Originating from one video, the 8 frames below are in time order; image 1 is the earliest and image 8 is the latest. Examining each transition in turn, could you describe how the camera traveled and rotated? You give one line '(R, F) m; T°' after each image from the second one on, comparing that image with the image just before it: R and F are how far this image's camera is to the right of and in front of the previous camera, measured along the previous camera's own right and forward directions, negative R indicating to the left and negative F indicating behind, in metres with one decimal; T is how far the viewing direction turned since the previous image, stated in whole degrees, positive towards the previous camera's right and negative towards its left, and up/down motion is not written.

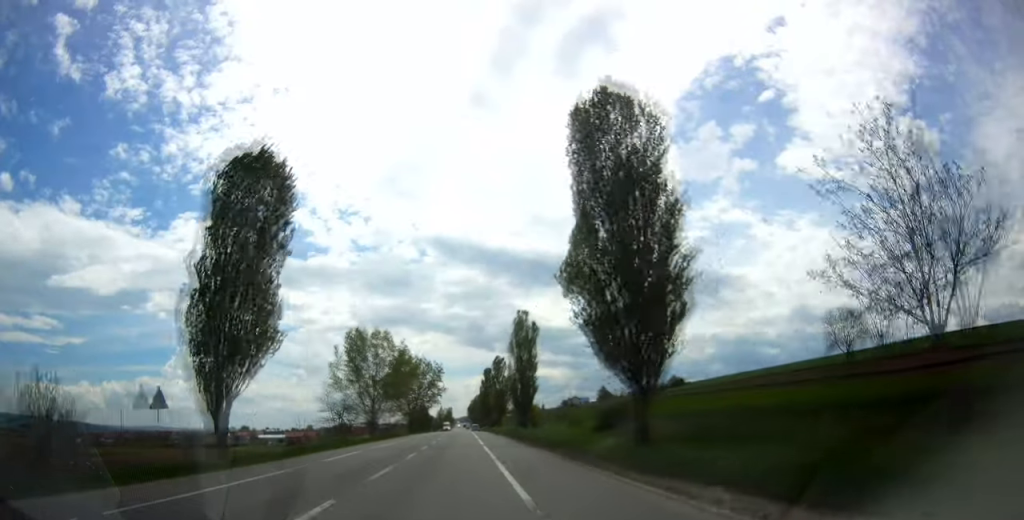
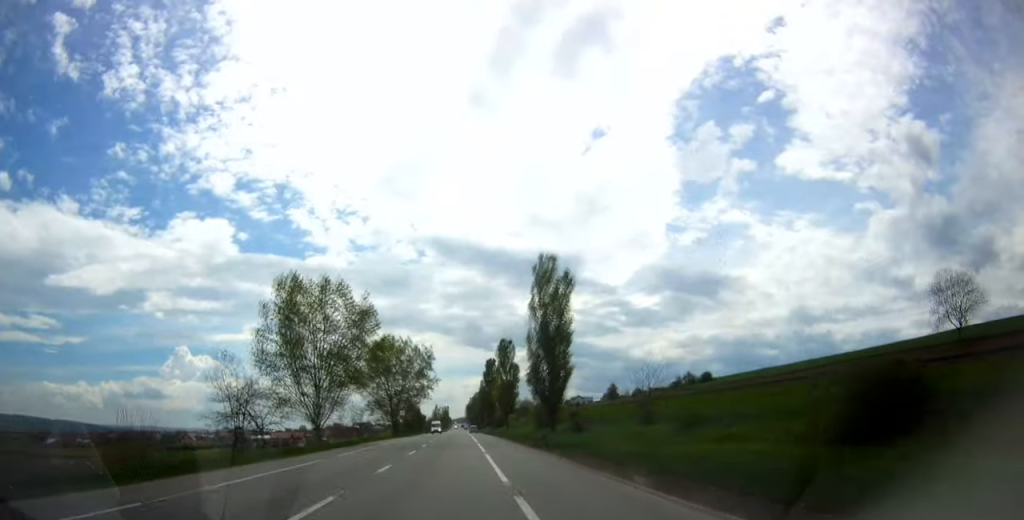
(+0.2, +27.1) m; 0°
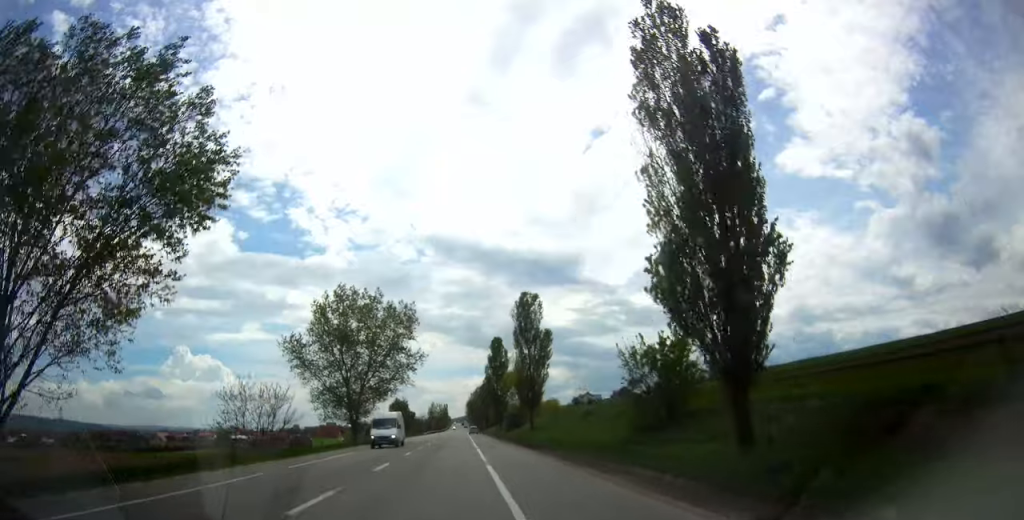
(-0.1, +35.3) m; 0°
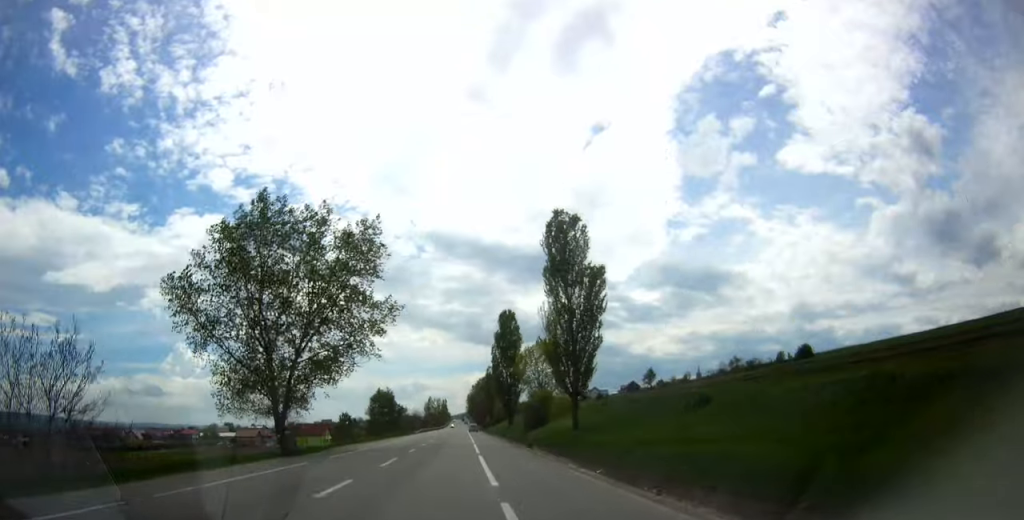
(+0.1, +25.3) m; +1°
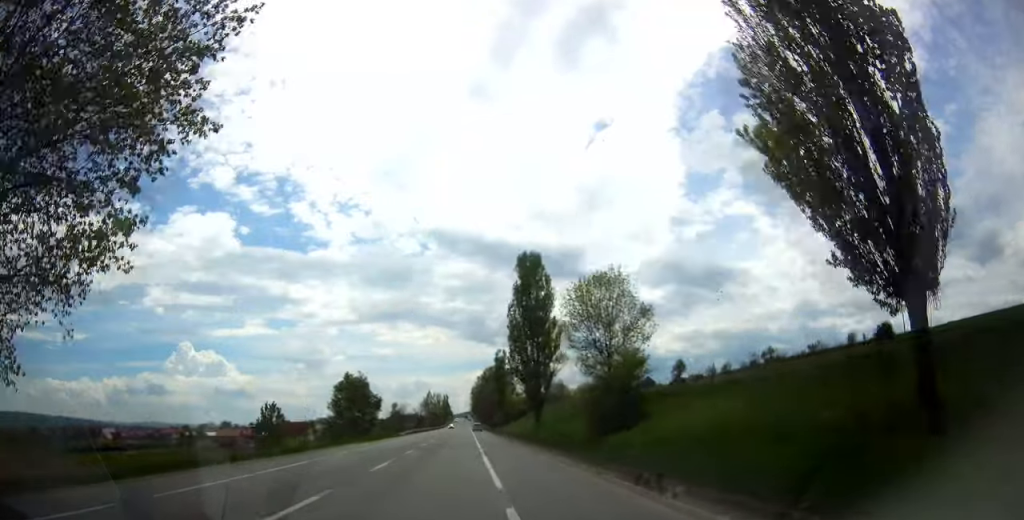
(+0.2, +30.5) m; 0°
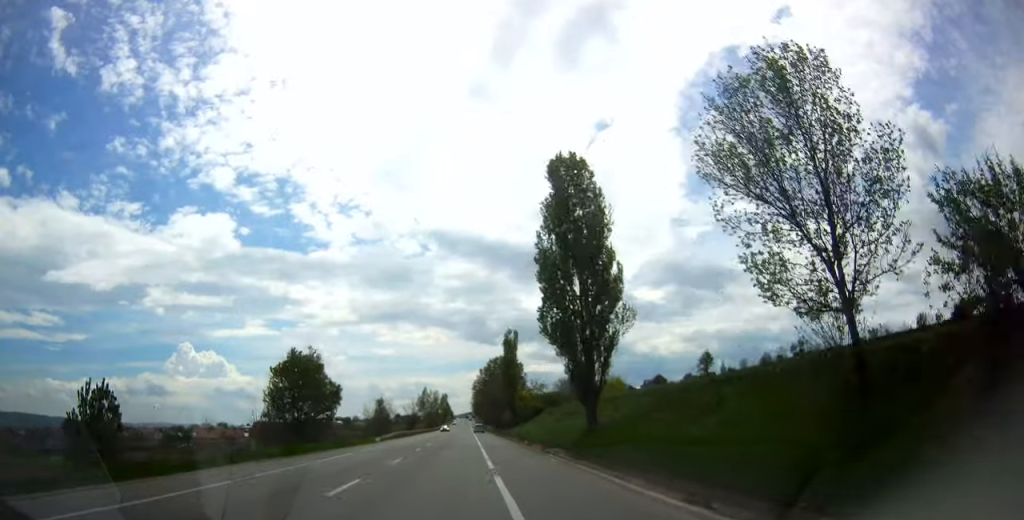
(-0.2, +24.0) m; -1°
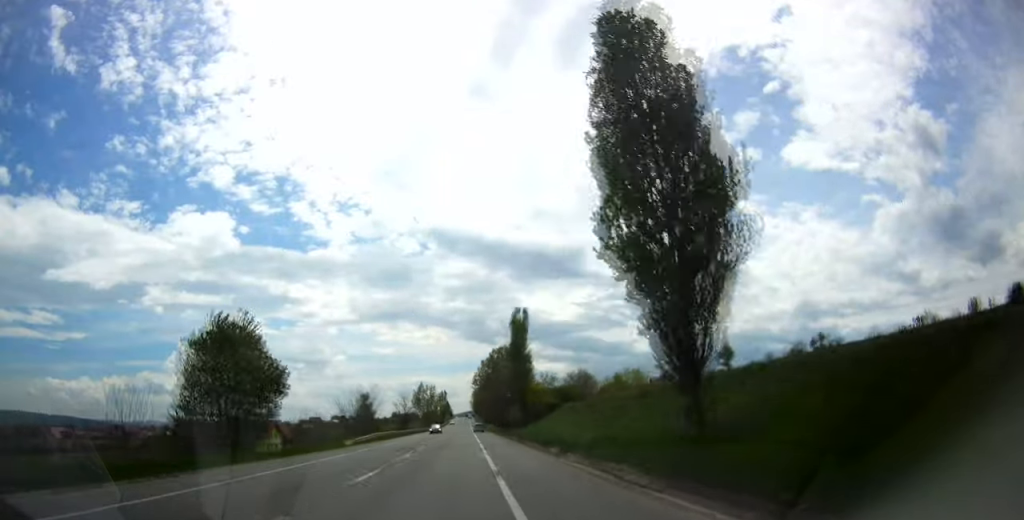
(-0.1, +15.7) m; 0°
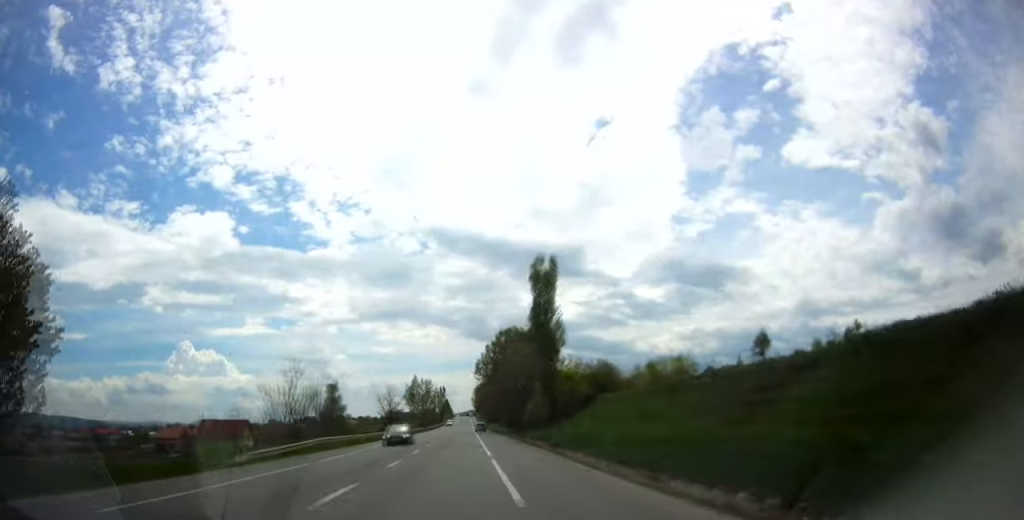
(-0.1, +22.8) m; 0°
